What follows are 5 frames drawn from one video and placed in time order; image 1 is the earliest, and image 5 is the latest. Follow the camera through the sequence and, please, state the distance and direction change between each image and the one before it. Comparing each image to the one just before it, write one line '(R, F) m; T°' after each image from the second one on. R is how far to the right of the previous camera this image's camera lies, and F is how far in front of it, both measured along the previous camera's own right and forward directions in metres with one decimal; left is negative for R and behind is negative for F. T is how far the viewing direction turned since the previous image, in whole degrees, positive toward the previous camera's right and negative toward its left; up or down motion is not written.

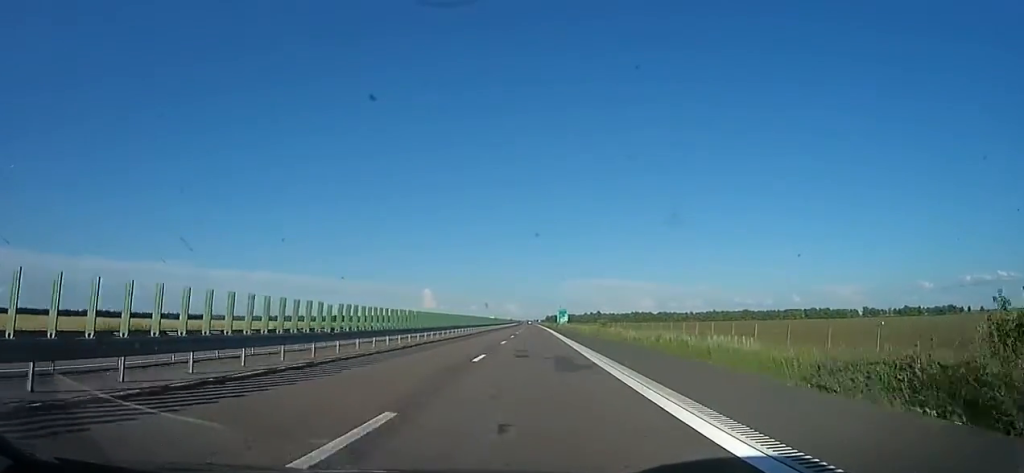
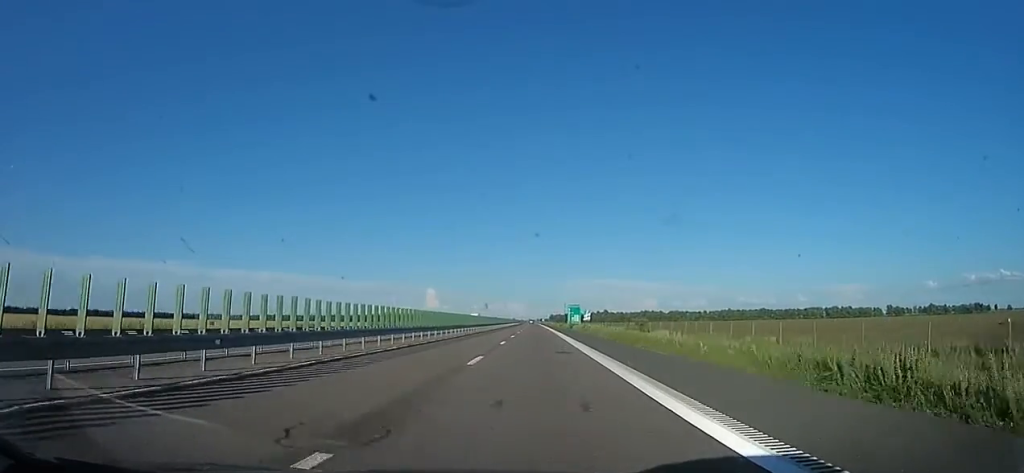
(0.0, +38.3) m; 0°
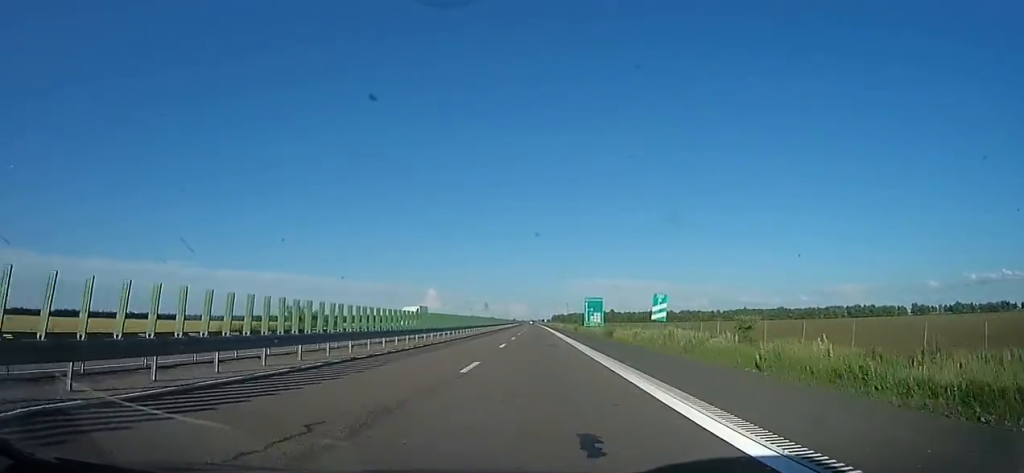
(0.0, +37.7) m; 0°
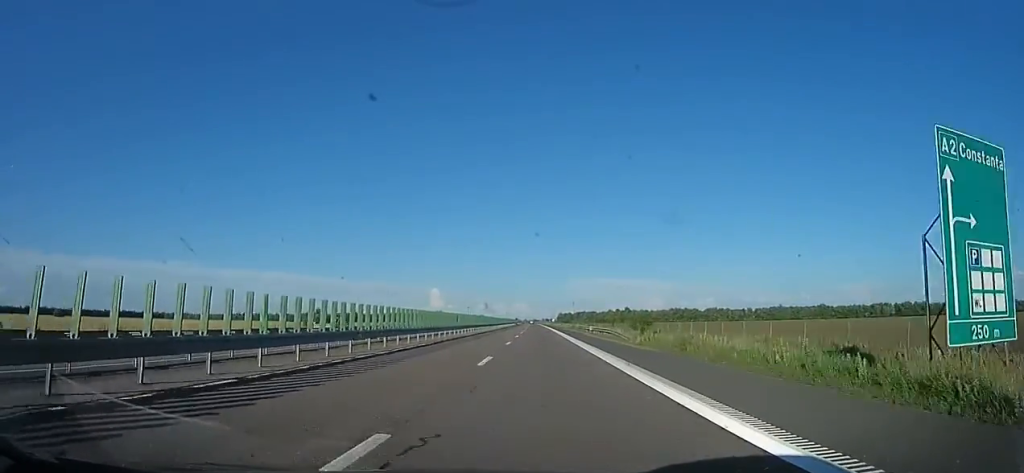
(-0.2, +70.2) m; -2°
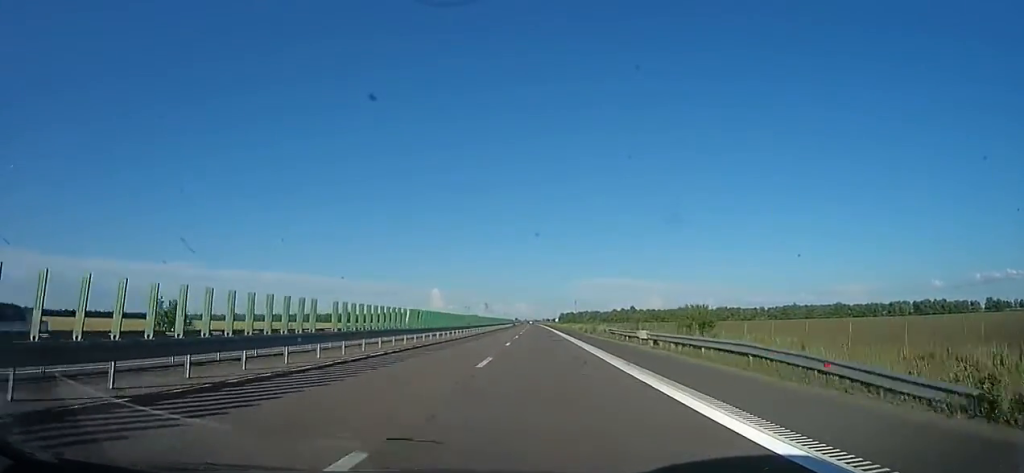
(-0.4, +24.5) m; -1°
